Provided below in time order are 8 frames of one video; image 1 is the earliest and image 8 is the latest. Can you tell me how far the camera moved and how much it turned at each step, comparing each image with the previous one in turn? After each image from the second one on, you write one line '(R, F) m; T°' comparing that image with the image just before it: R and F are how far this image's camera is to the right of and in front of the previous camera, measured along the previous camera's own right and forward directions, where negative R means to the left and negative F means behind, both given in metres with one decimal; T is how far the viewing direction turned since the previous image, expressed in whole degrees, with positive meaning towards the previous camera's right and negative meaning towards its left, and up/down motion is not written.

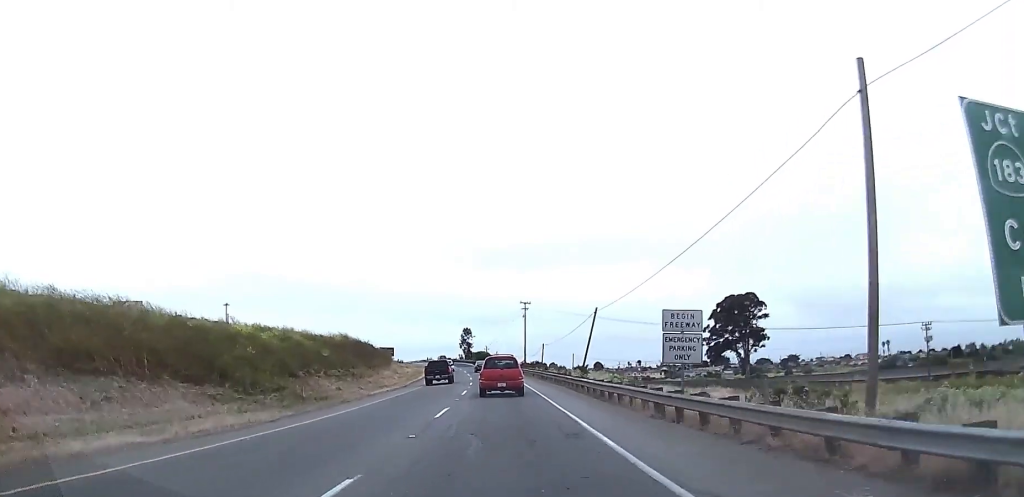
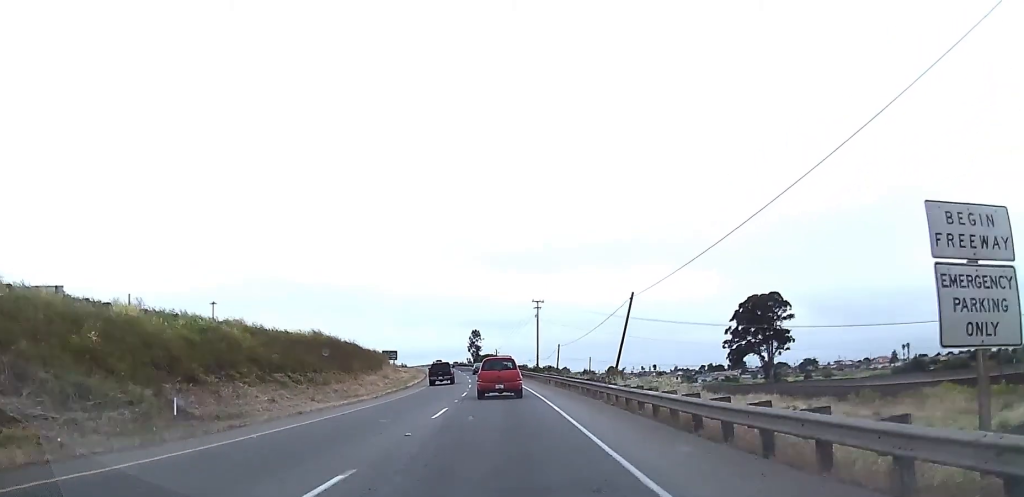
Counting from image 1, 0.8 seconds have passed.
(0.0, +13.9) m; 0°
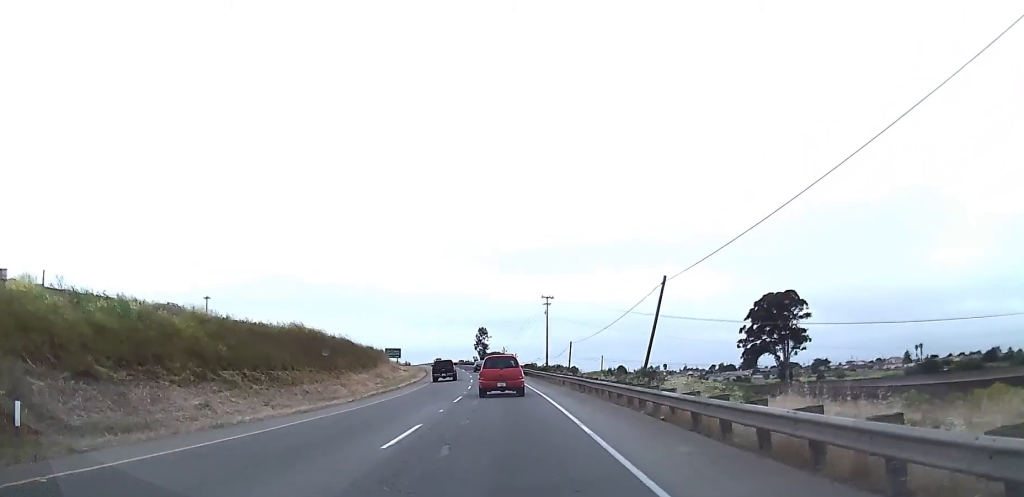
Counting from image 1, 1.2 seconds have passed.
(0.0, +7.6) m; 0°
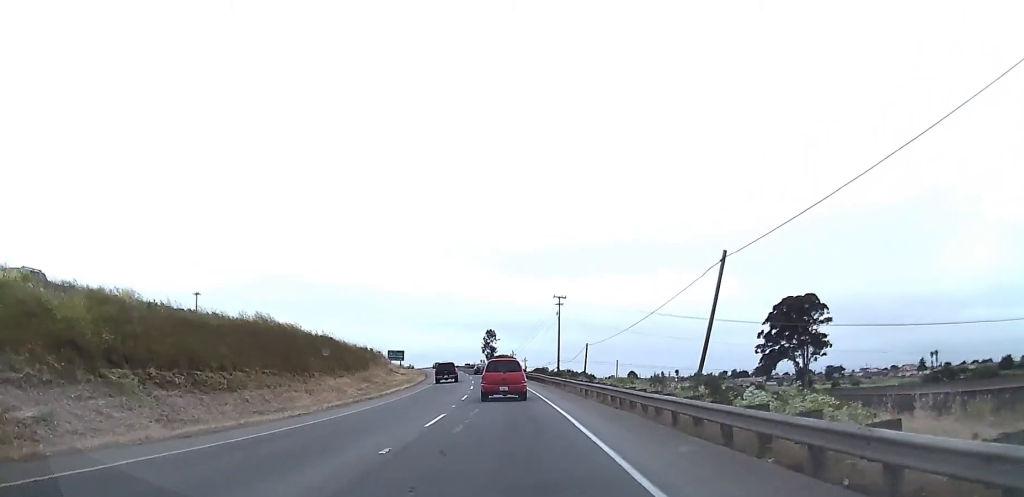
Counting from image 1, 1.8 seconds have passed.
(0.0, +9.4) m; -1°
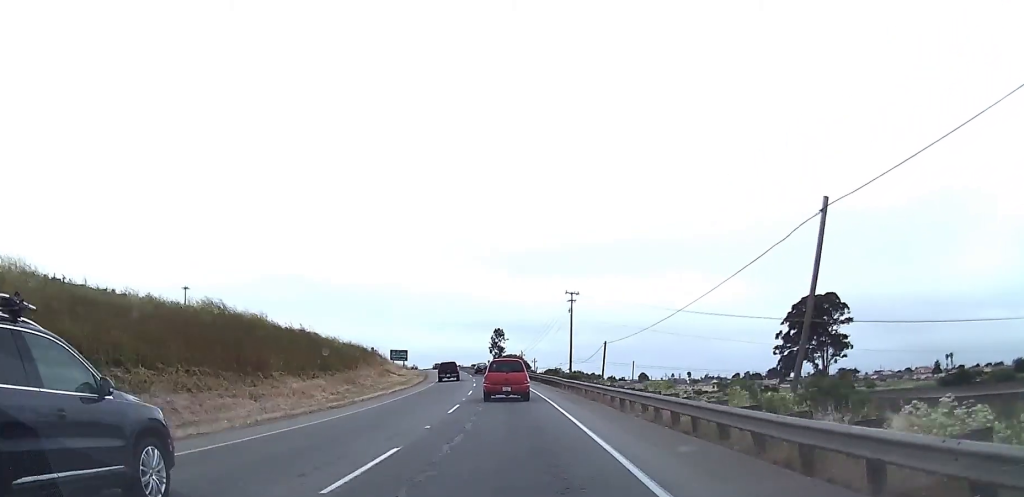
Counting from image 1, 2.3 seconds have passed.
(0.0, +8.8) m; -1°
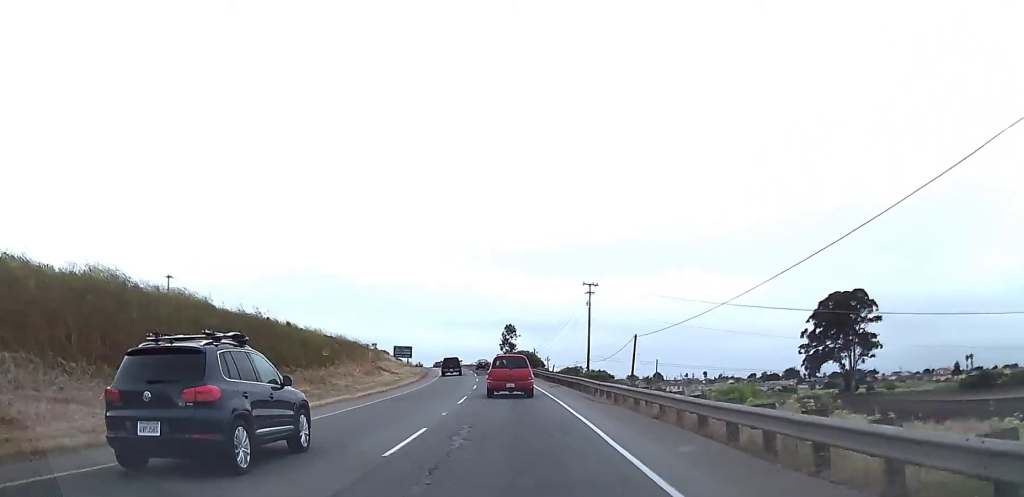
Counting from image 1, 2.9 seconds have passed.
(-0.2, +11.4) m; -2°
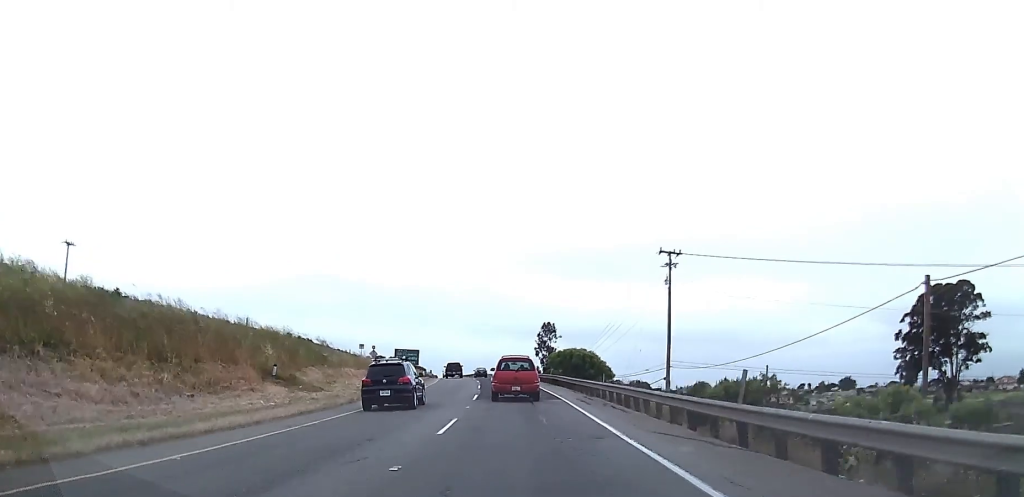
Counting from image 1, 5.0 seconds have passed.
(-1.0, +39.3) m; -3°
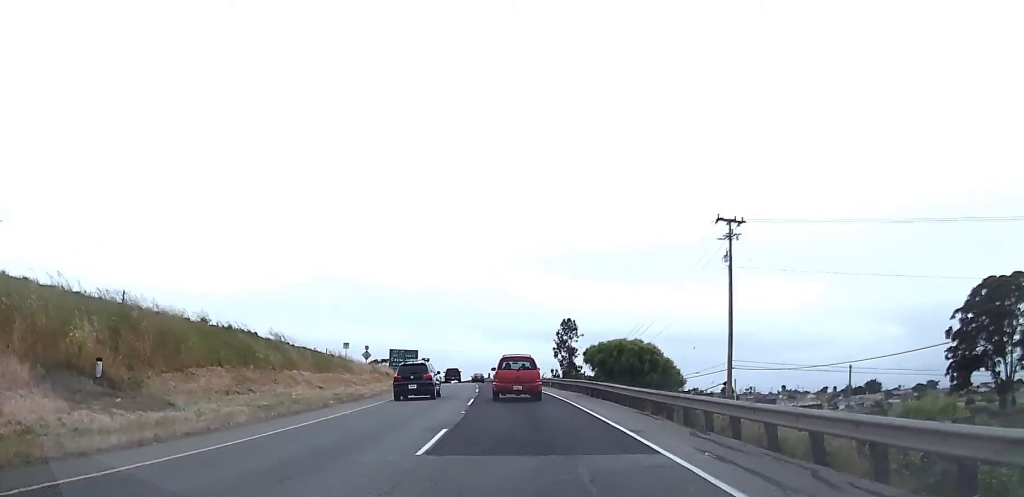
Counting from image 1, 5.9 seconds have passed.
(-0.5, +17.9) m; -2°
